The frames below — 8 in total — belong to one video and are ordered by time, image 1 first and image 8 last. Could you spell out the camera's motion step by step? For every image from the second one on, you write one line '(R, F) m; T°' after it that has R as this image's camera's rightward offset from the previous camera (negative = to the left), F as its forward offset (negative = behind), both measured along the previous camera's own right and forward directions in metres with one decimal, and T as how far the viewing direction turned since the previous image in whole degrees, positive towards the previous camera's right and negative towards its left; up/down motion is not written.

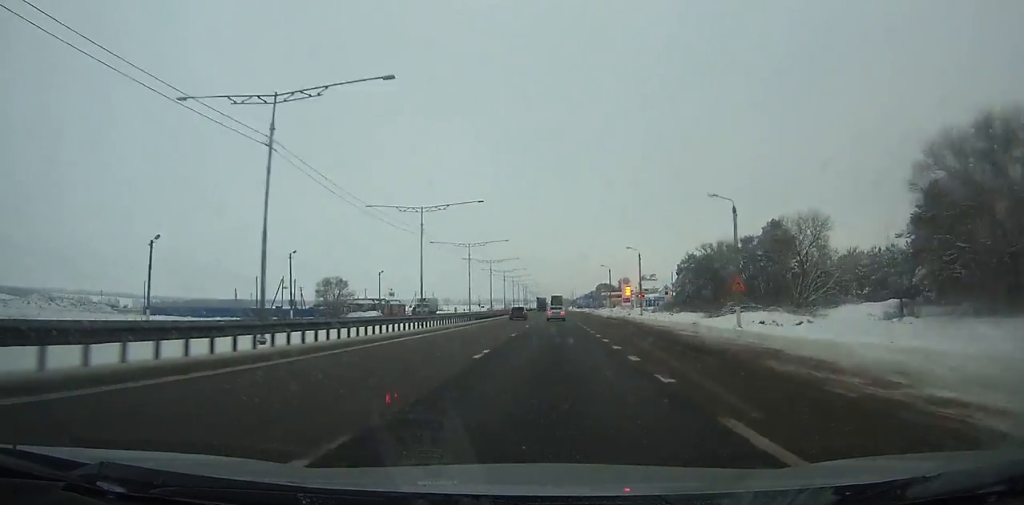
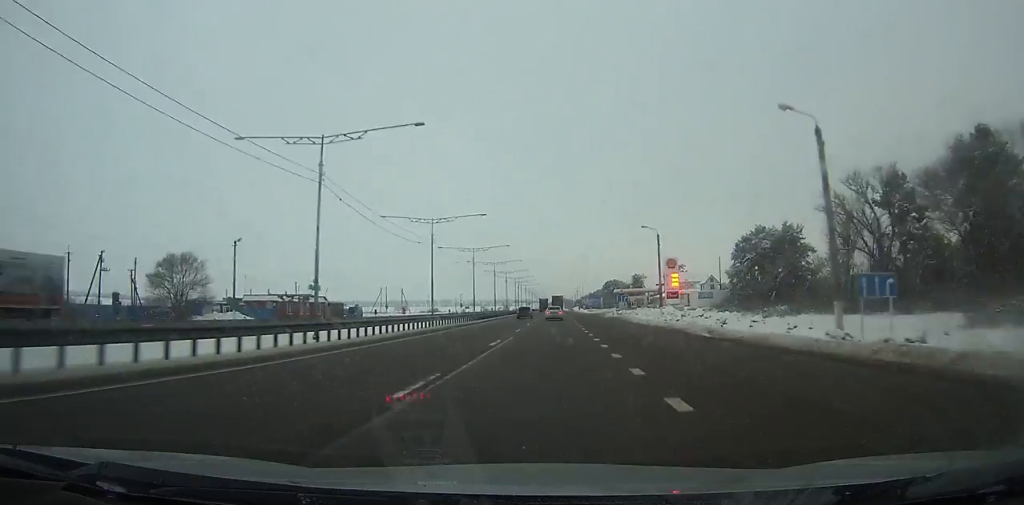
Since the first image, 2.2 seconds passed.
(0.0, +53.7) m; 0°
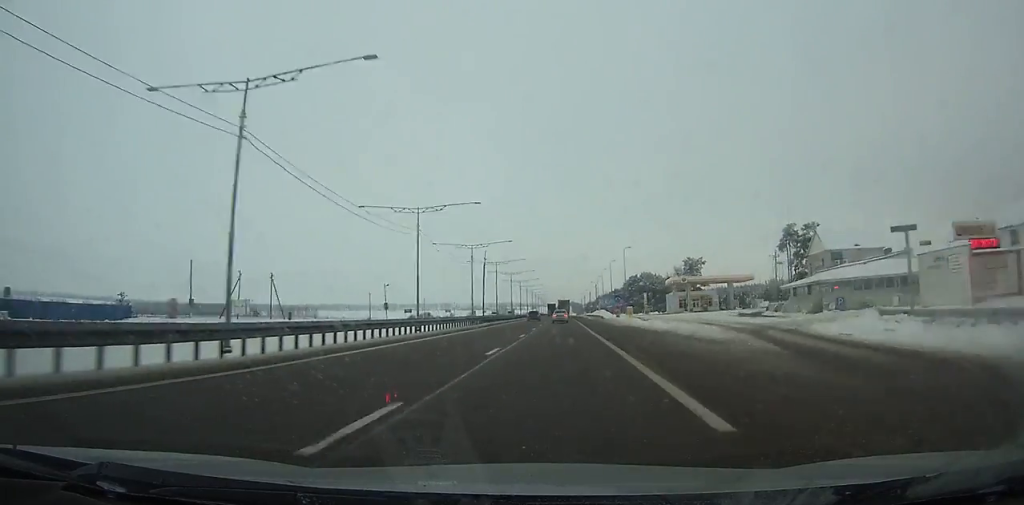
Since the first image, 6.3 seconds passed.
(-0.3, +100.7) m; 0°
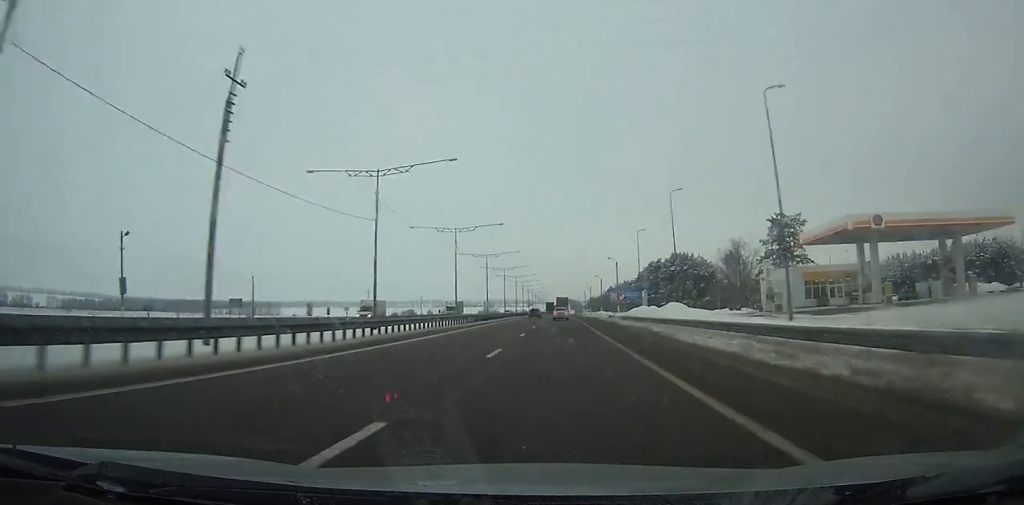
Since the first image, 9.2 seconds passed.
(-0.1, +73.4) m; 0°
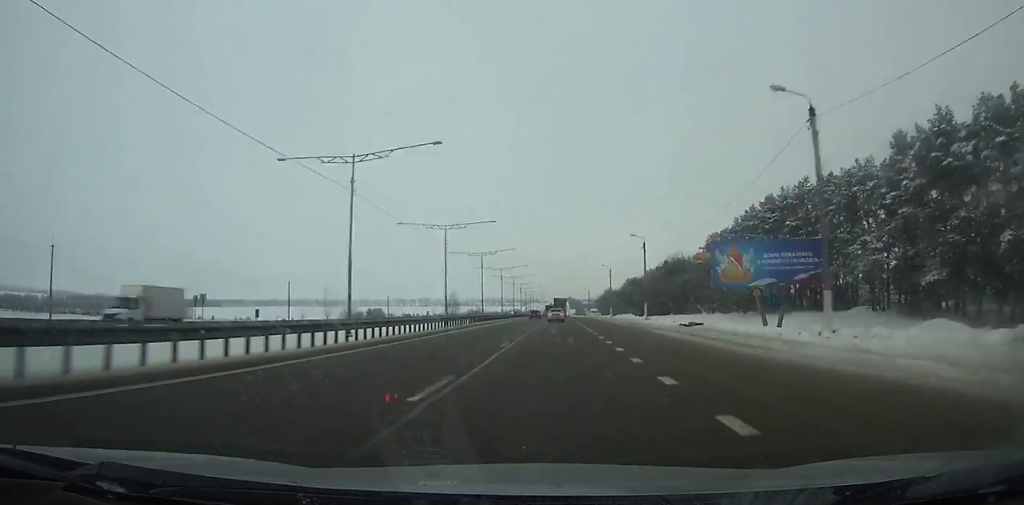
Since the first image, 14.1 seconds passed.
(+0.1, +129.2) m; 0°
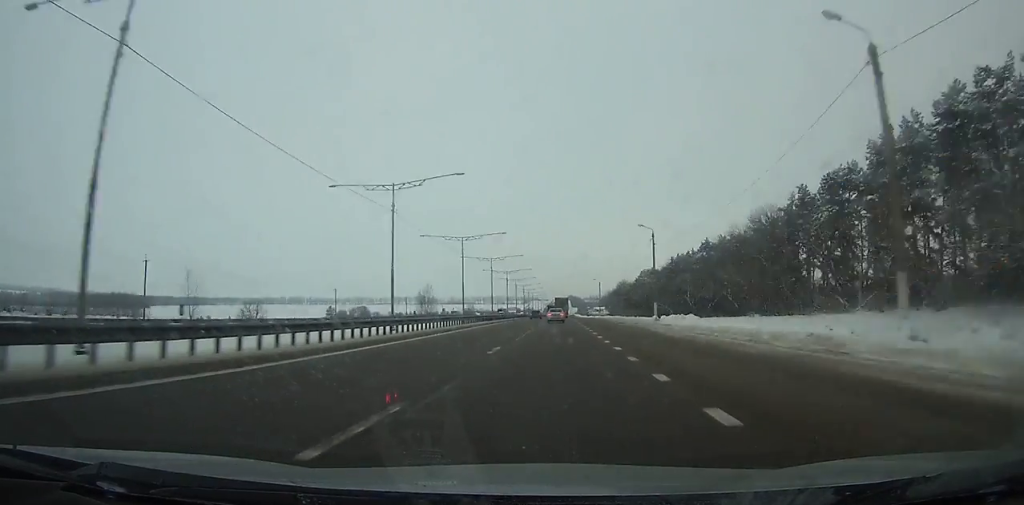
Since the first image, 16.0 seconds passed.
(+0.1, +51.1) m; 0°
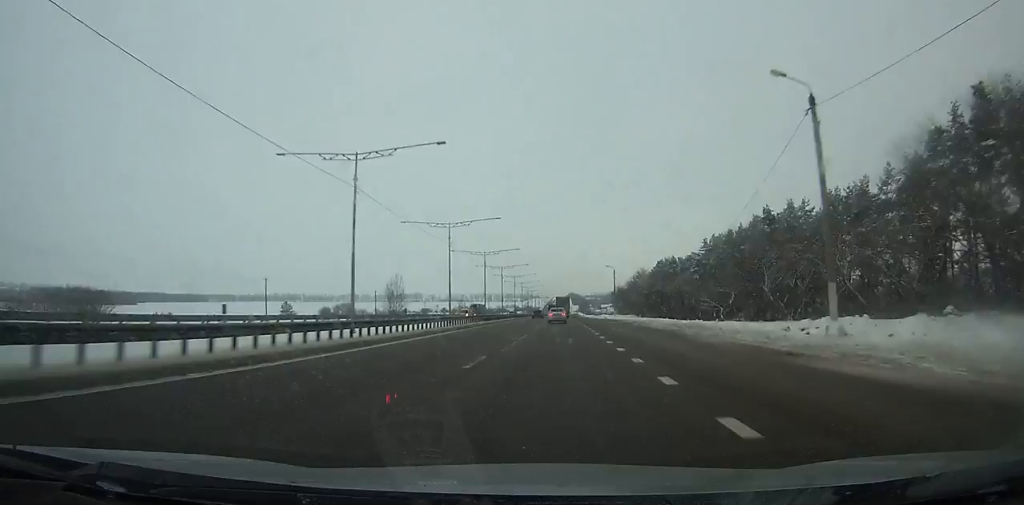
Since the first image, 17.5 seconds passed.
(0.0, +40.2) m; 0°
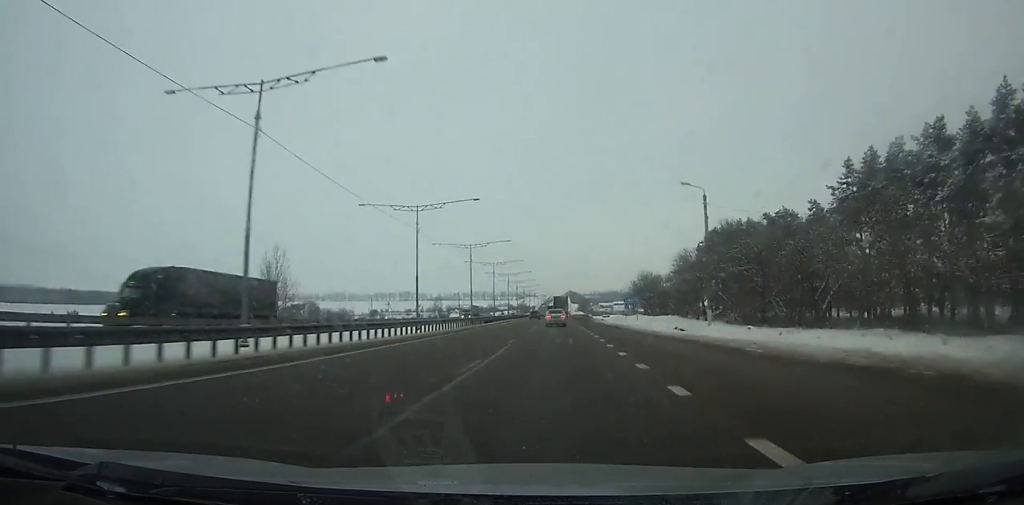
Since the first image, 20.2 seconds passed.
(-0.2, +72.3) m; 0°
